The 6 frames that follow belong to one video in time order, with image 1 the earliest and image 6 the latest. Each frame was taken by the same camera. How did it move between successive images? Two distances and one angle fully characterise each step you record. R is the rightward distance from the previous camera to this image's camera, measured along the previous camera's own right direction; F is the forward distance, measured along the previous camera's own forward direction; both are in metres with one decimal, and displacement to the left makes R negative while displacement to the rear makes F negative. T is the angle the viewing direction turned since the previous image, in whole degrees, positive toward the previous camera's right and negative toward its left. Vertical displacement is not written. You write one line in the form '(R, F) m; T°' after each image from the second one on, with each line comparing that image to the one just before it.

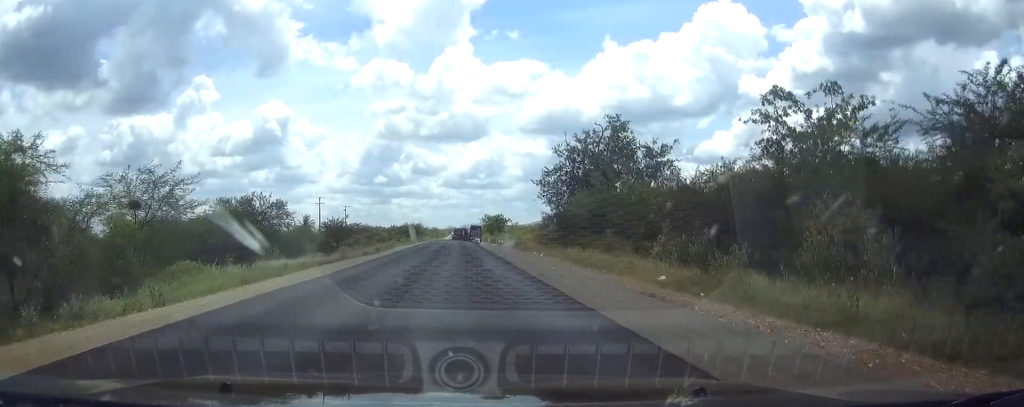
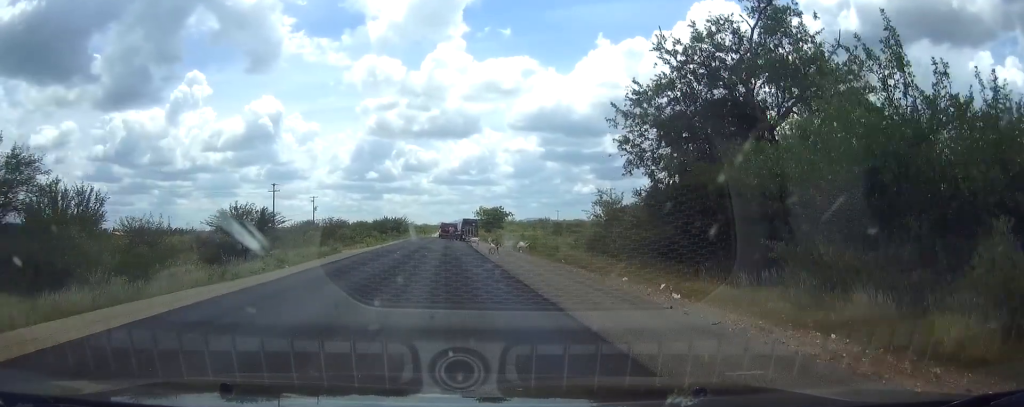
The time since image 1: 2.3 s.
(+0.1, +29.5) m; 0°
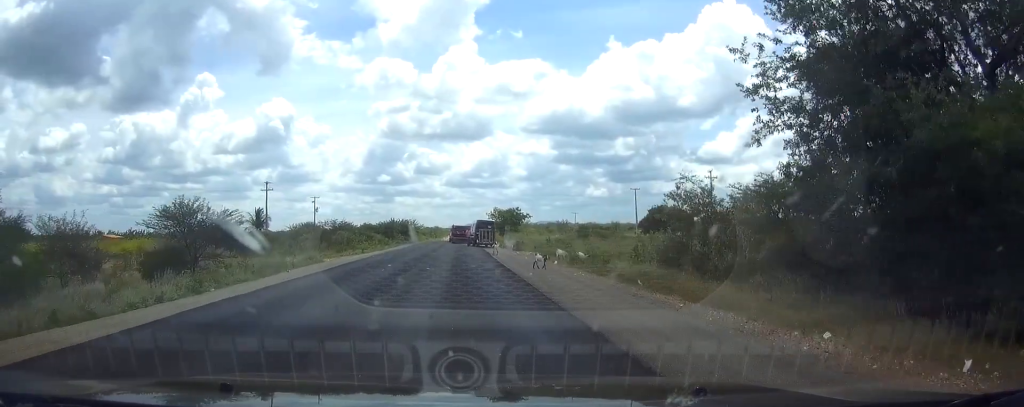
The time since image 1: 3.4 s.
(0.0, +11.3) m; +1°
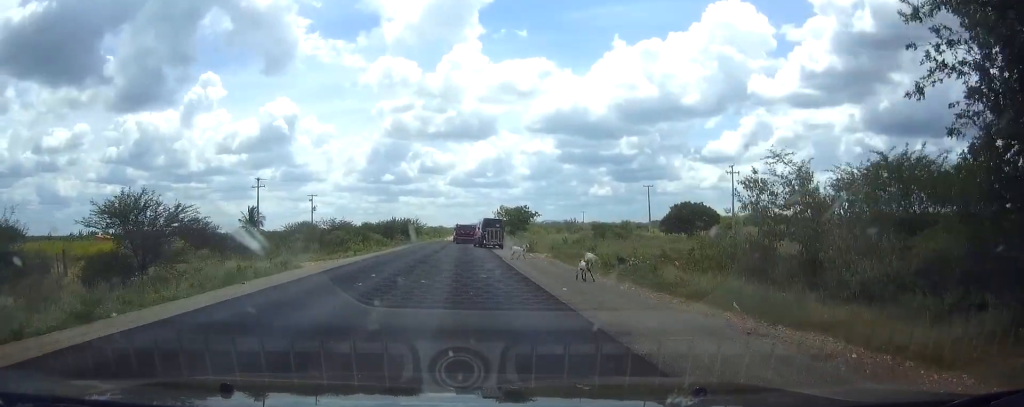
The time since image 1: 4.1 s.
(0.0, +6.4) m; 0°
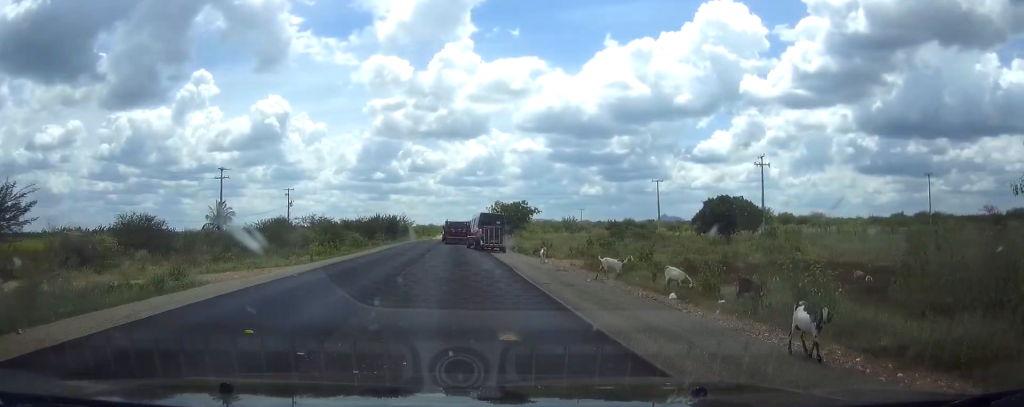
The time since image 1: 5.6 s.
(0.0, +11.5) m; -1°
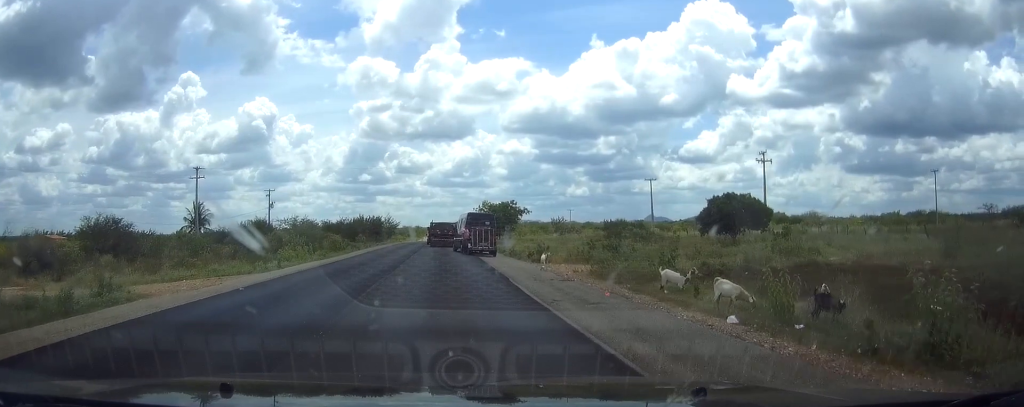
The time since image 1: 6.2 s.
(0.0, +4.0) m; -1°
